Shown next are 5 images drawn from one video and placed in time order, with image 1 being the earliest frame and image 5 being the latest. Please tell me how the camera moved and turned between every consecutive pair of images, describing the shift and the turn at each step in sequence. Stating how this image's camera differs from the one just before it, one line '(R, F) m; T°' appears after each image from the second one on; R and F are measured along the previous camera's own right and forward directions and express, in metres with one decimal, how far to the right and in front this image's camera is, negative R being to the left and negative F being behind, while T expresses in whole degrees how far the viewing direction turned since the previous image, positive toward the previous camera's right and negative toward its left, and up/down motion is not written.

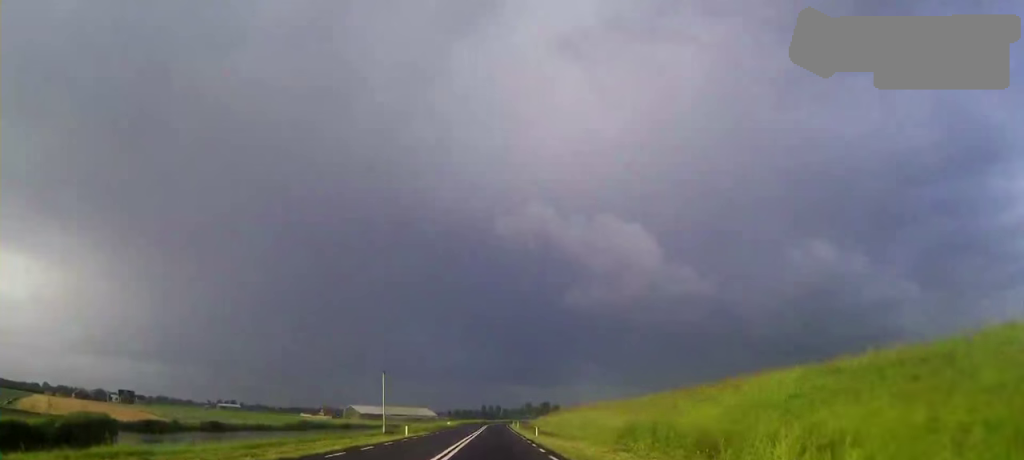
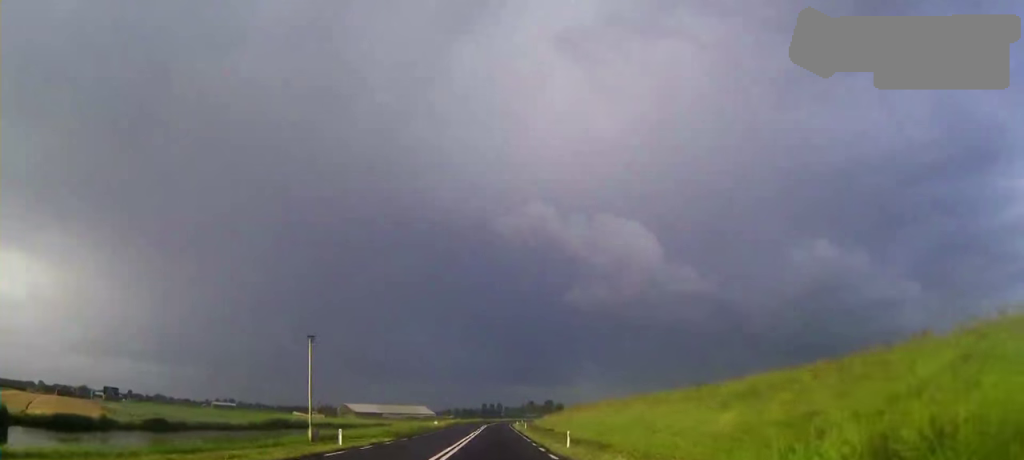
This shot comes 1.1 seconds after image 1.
(0.0, +22.8) m; 0°
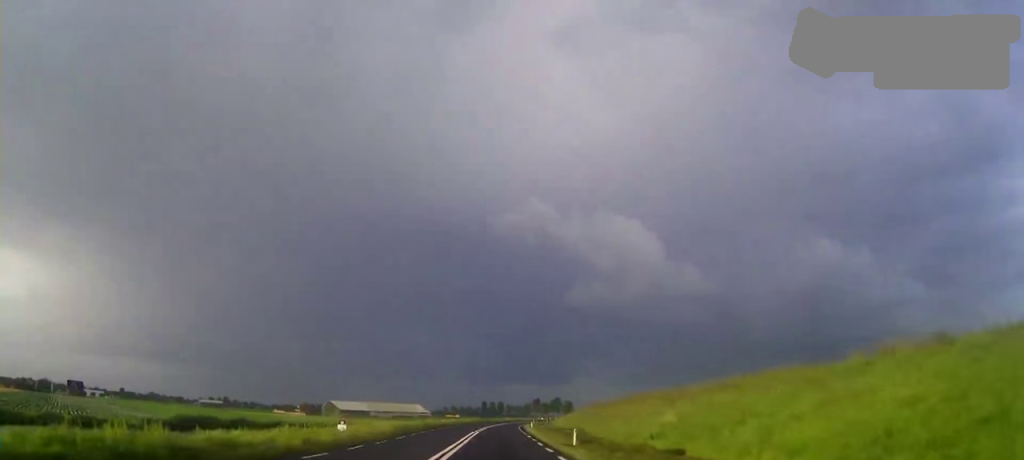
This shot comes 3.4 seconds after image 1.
(0.0, +49.7) m; 0°
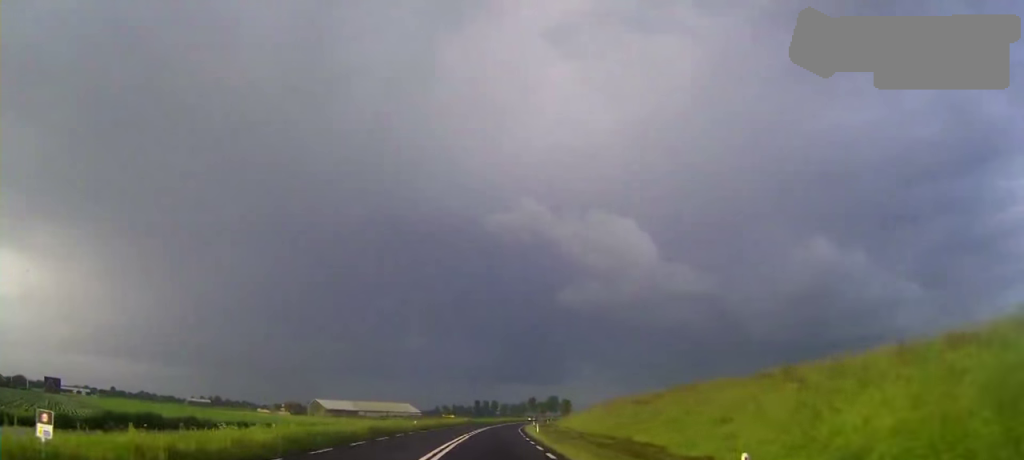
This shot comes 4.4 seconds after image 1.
(+0.1, +21.7) m; 0°
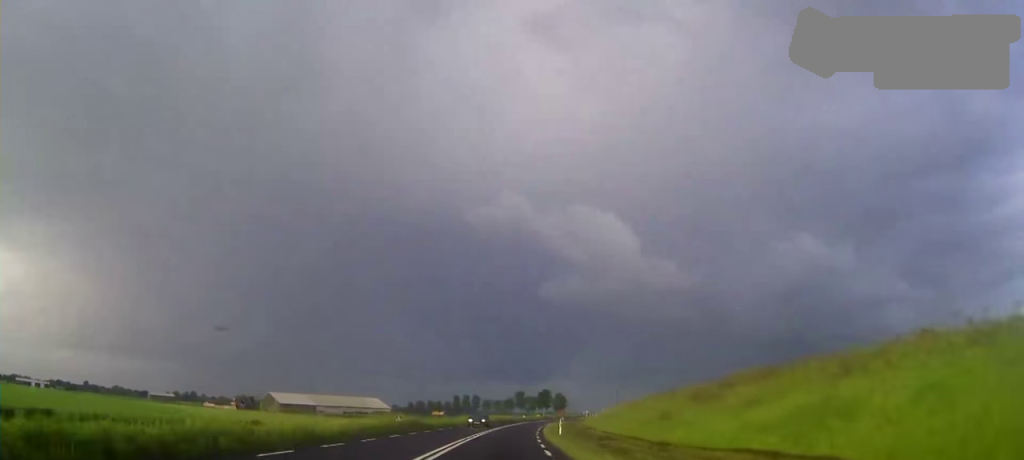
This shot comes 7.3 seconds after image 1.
(+0.4, +62.3) m; +2°
